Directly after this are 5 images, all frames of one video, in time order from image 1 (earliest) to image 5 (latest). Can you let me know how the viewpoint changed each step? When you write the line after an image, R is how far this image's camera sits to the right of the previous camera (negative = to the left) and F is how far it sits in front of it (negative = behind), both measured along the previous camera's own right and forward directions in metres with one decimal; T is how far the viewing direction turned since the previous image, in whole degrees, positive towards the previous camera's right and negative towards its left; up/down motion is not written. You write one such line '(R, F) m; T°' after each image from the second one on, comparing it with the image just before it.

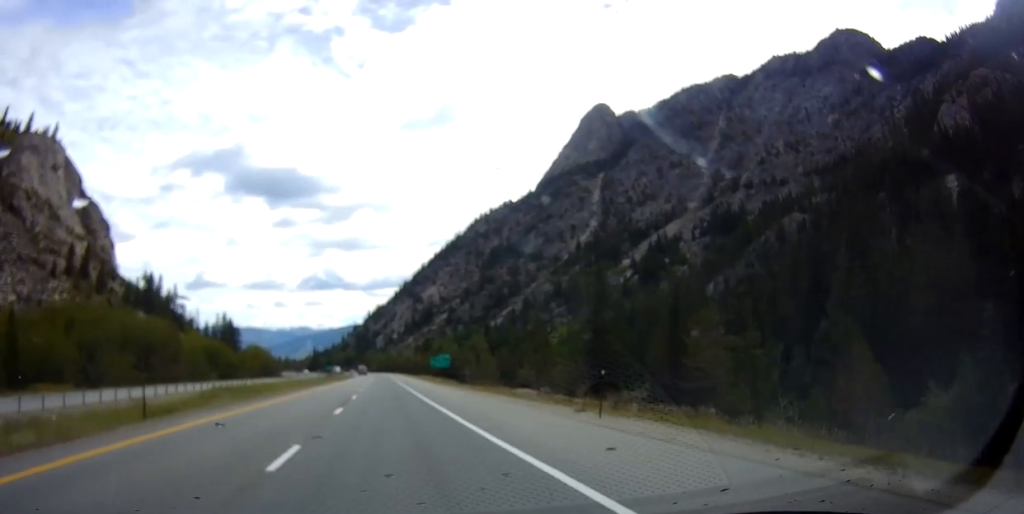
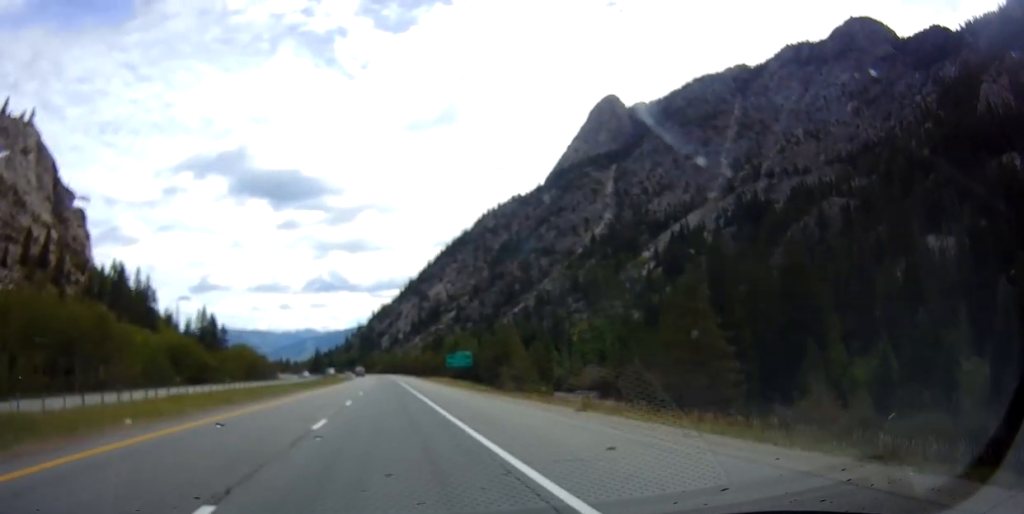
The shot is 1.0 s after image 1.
(+0.1, +29.4) m; -1°
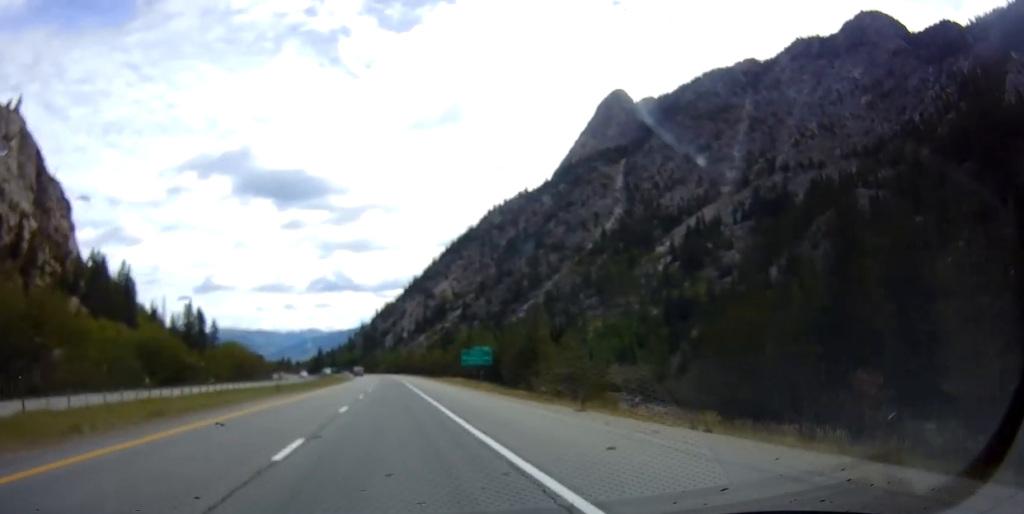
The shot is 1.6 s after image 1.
(-0.2, +18.0) m; 0°
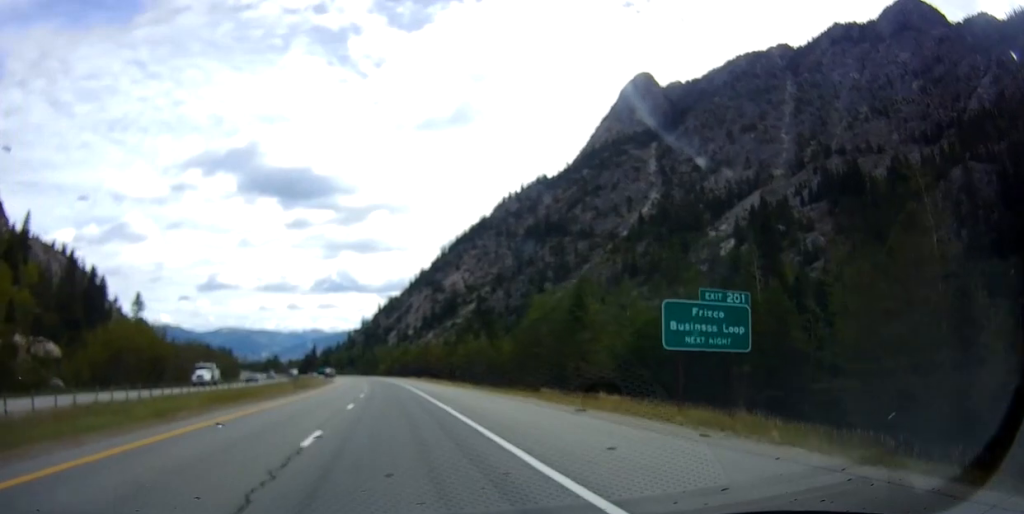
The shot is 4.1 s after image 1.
(-0.4, +70.3) m; -1°
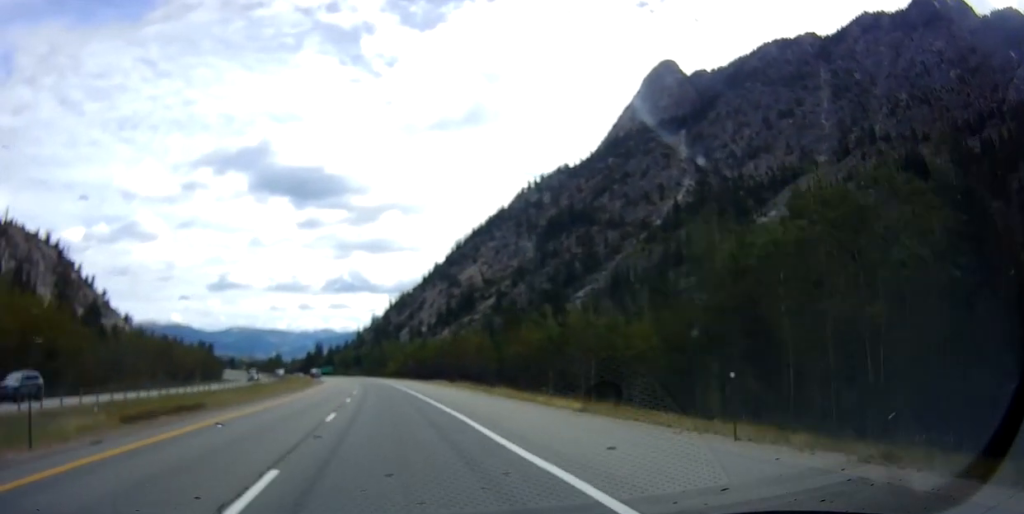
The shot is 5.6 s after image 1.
(-1.0, +41.8) m; -3°
